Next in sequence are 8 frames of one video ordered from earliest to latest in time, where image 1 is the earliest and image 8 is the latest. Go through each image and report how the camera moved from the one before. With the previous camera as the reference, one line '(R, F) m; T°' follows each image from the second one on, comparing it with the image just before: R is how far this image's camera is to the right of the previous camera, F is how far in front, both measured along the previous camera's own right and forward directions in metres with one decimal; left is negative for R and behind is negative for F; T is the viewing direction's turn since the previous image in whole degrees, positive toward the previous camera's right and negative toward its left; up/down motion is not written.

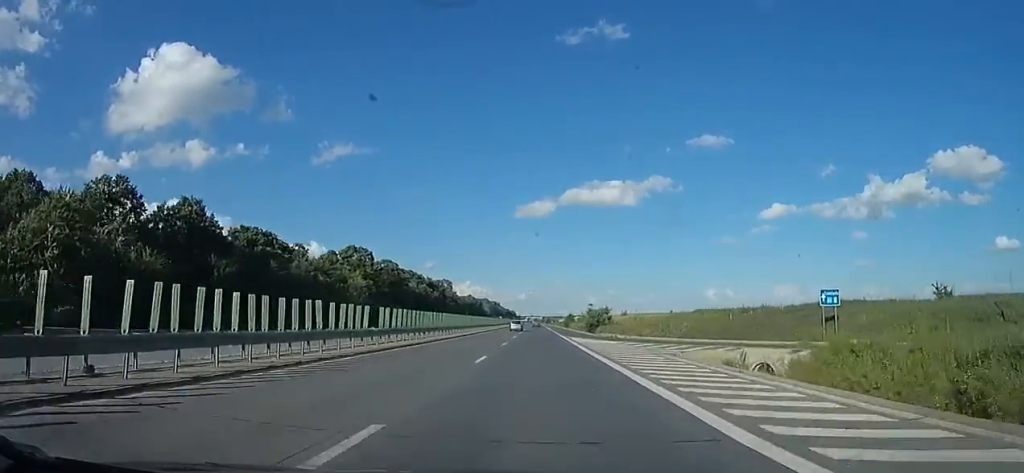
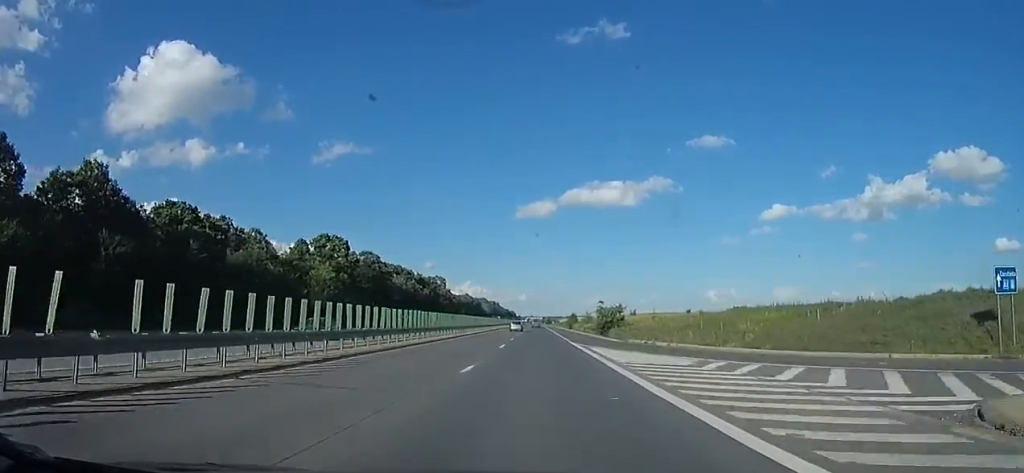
(-0.1, +14.9) m; 0°
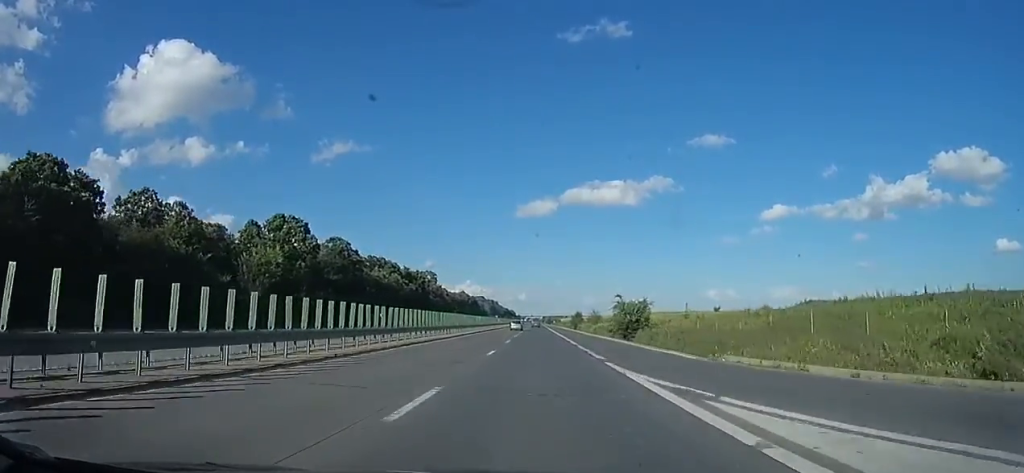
(-0.2, +18.1) m; 0°
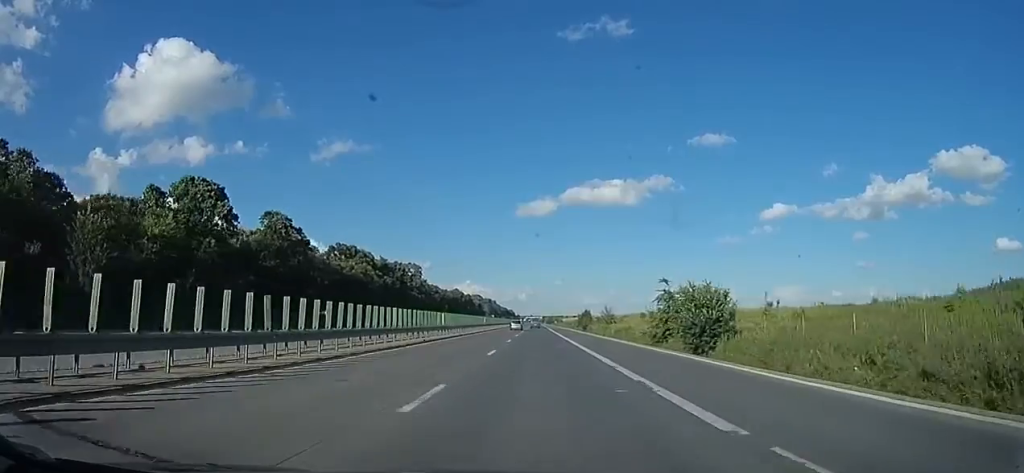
(0.0, +23.0) m; 0°
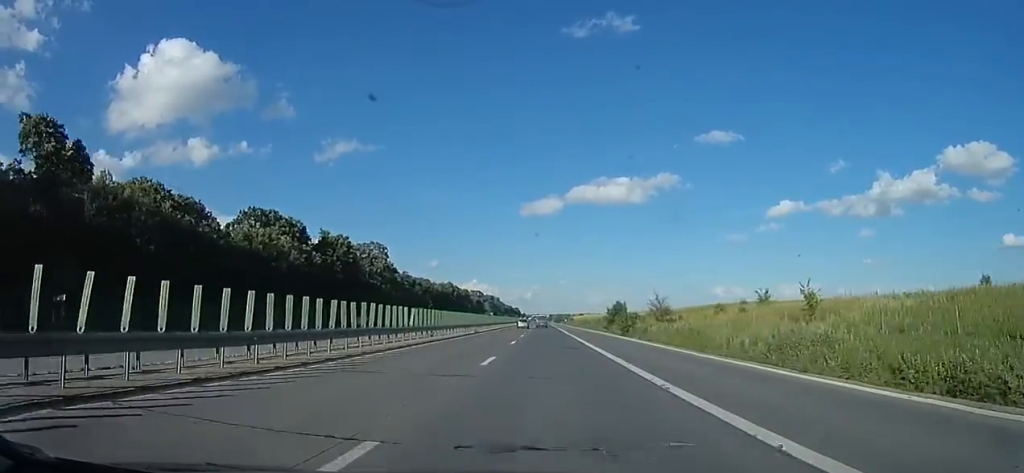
(0.0, +40.2) m; 0°
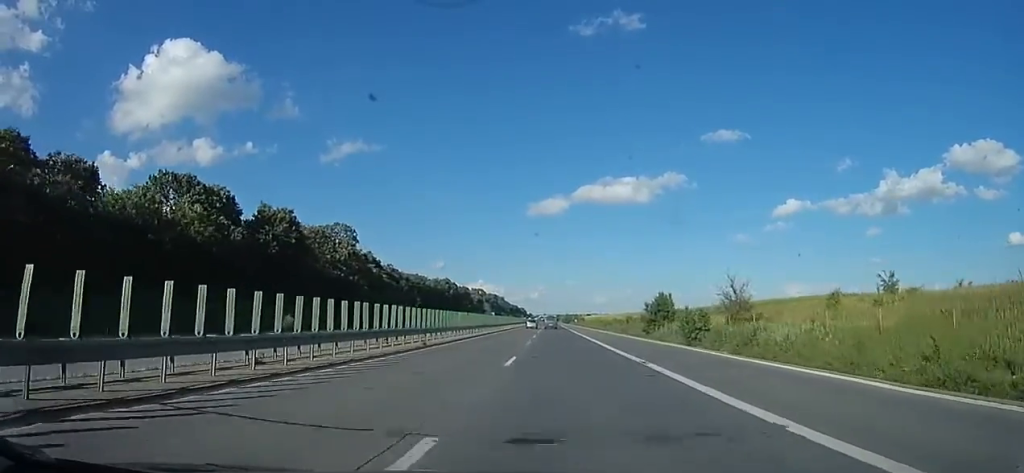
(0.0, +23.5) m; 0°
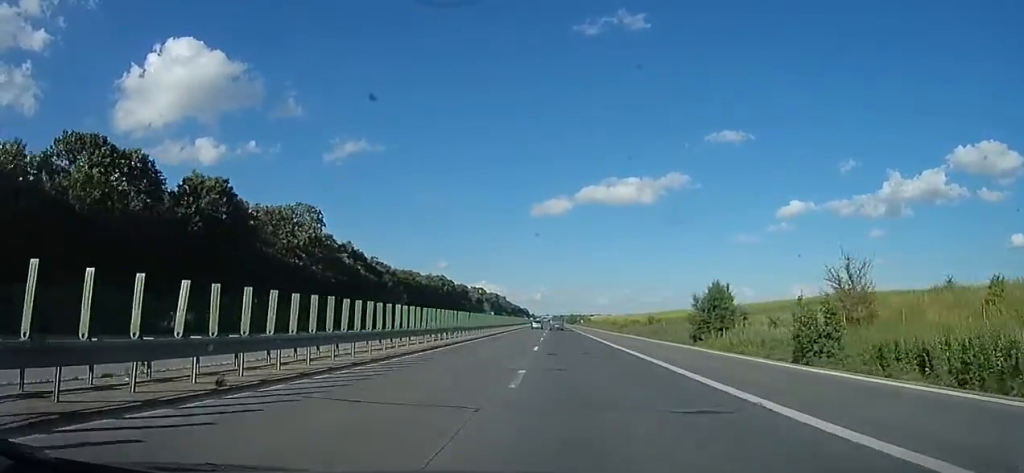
(0.0, +16.2) m; 0°
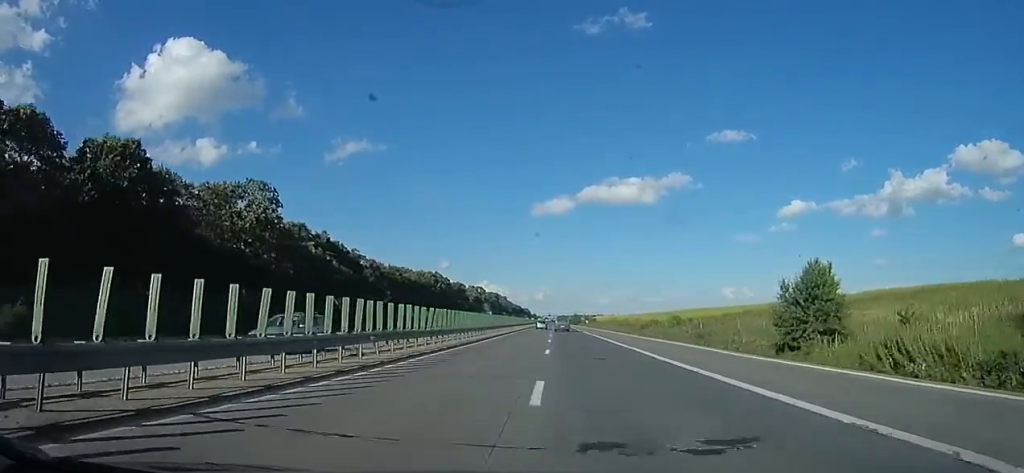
(0.0, +14.1) m; 0°
